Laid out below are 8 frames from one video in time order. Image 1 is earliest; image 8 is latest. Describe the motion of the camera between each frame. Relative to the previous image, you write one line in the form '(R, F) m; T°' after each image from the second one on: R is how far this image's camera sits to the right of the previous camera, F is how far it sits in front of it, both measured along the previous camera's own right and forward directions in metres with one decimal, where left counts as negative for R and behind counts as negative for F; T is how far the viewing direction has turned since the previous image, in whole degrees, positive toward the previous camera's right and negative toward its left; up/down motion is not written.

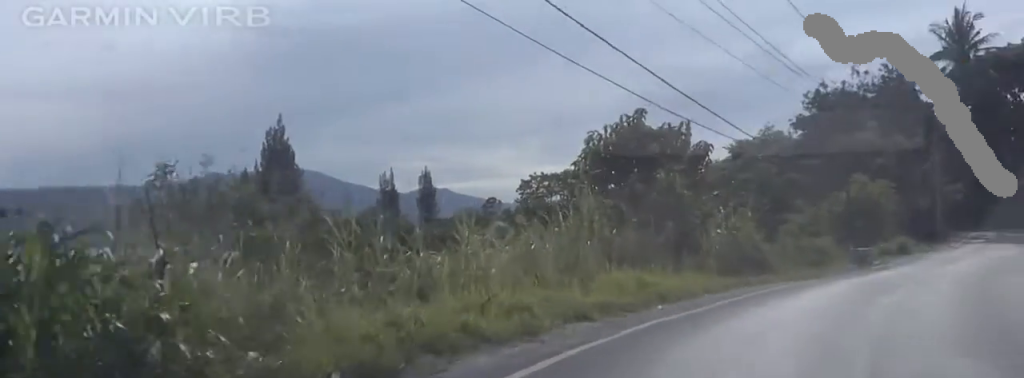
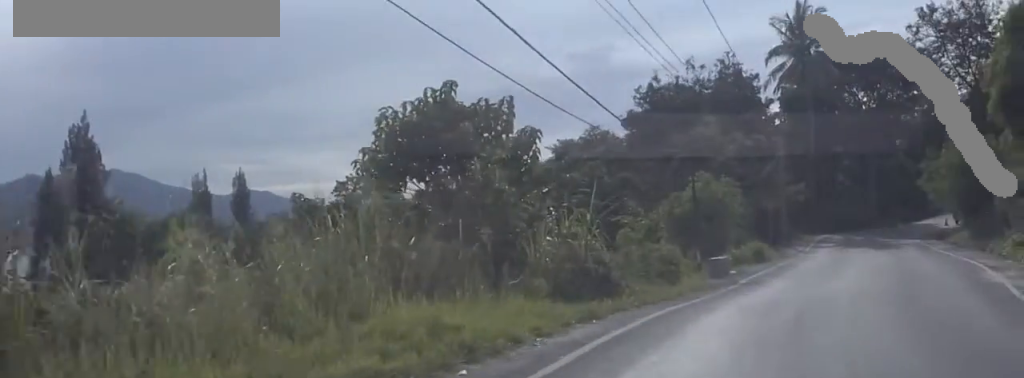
(+0.4, +5.9) m; +11°
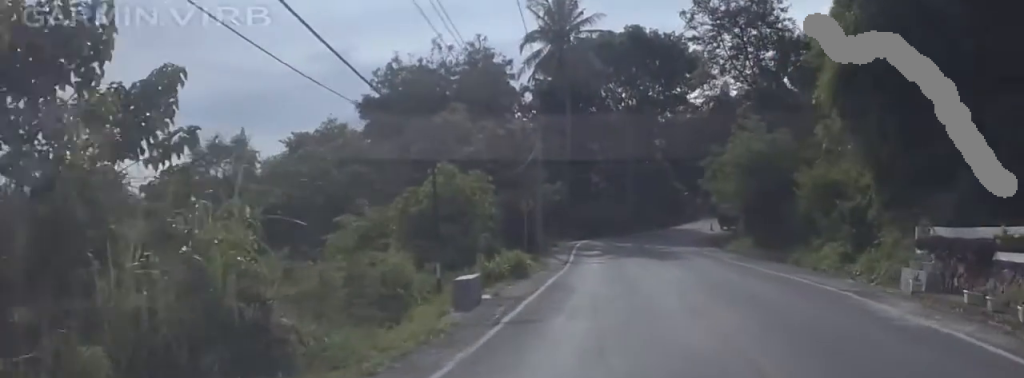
(+1.4, +8.8) m; +13°
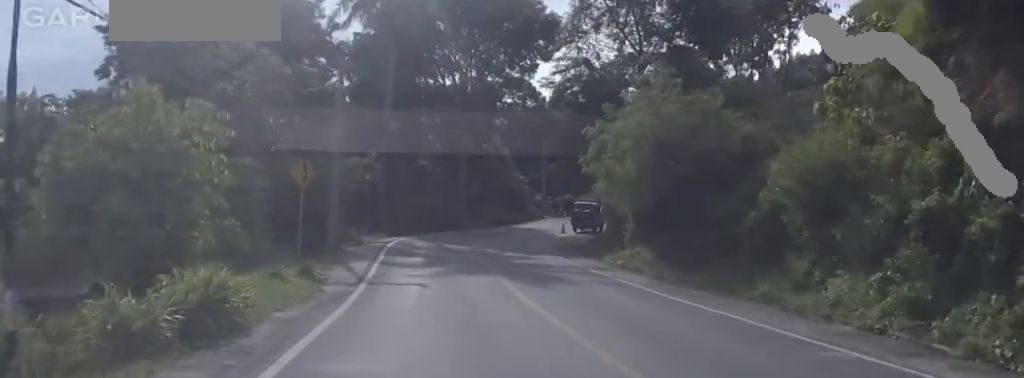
(+2.2, +15.7) m; +11°
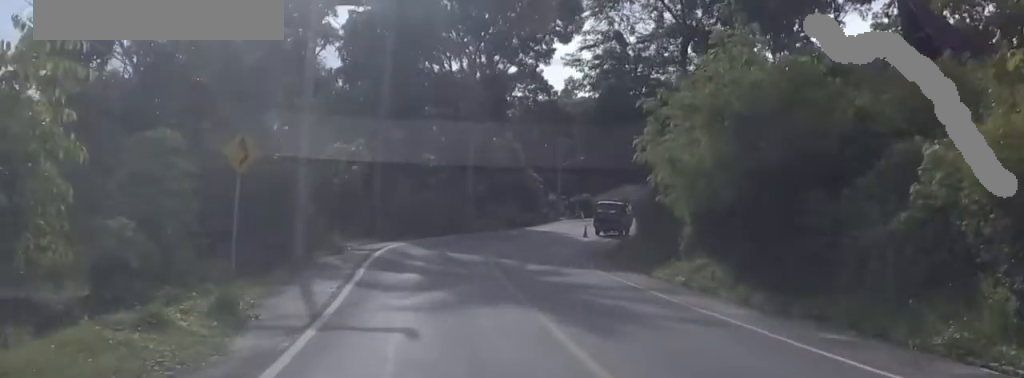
(+0.2, +7.7) m; +1°
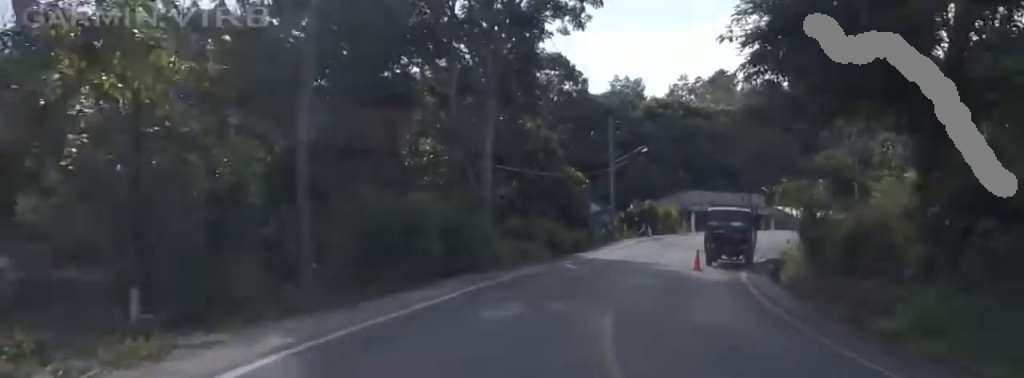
(+0.3, +22.4) m; +5°
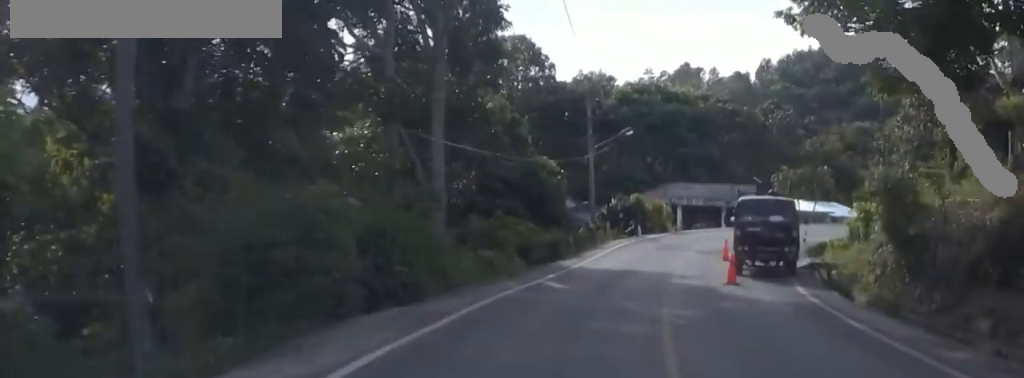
(+0.6, +8.0) m; +3°
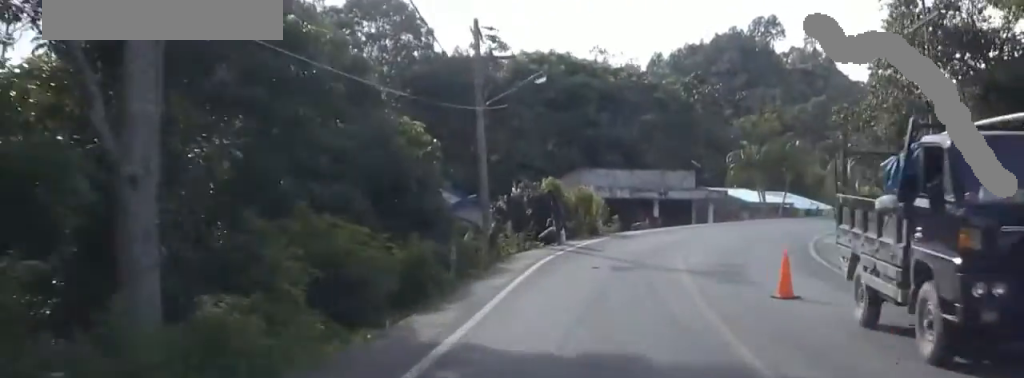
(+0.5, +15.4) m; +7°
